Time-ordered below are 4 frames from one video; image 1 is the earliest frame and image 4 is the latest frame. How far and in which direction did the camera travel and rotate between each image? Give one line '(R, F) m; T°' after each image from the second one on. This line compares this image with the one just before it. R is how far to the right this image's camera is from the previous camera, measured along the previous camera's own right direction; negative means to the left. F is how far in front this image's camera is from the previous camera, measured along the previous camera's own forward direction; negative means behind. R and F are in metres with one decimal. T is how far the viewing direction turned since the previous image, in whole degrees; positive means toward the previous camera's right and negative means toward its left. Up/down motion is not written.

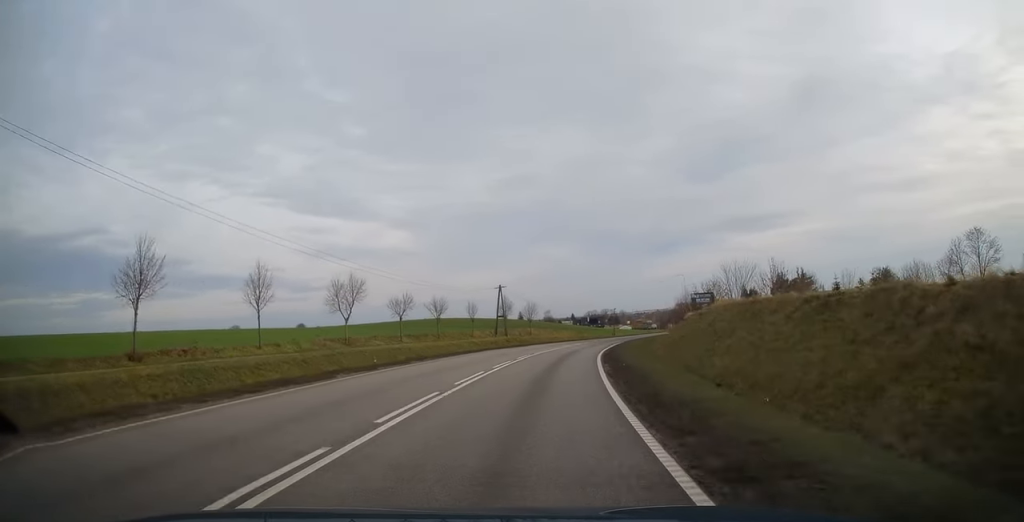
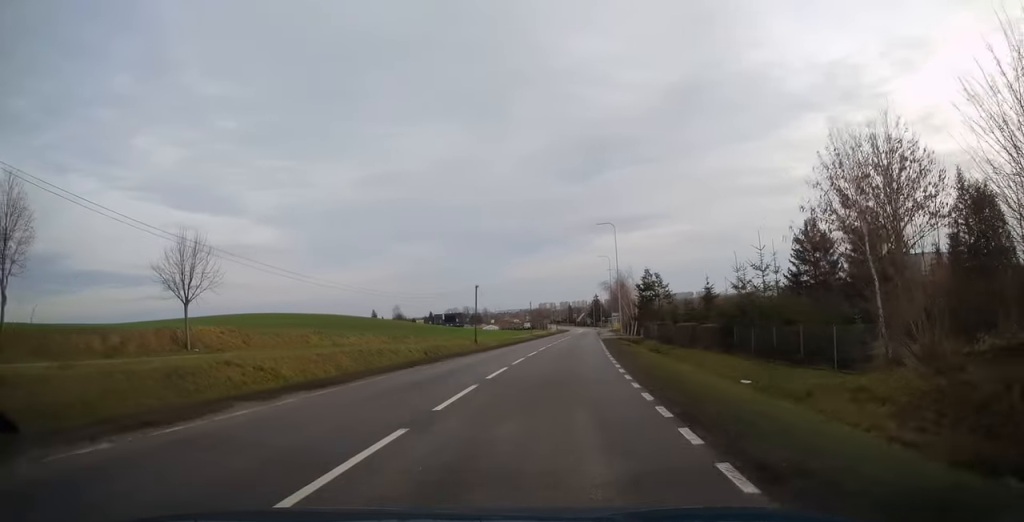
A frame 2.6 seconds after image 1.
(+5.4, +63.7) m; +11°
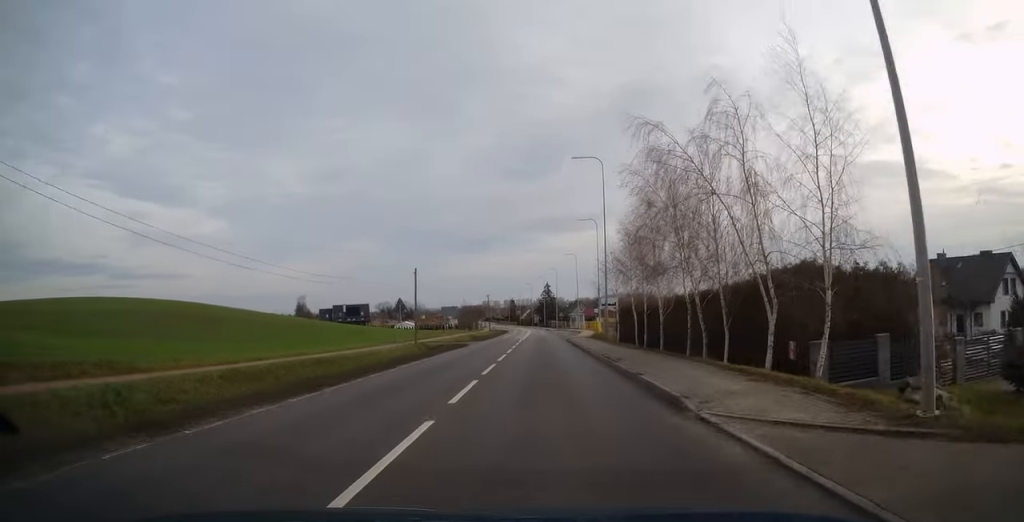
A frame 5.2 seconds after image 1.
(+5.8, +60.2) m; +10°
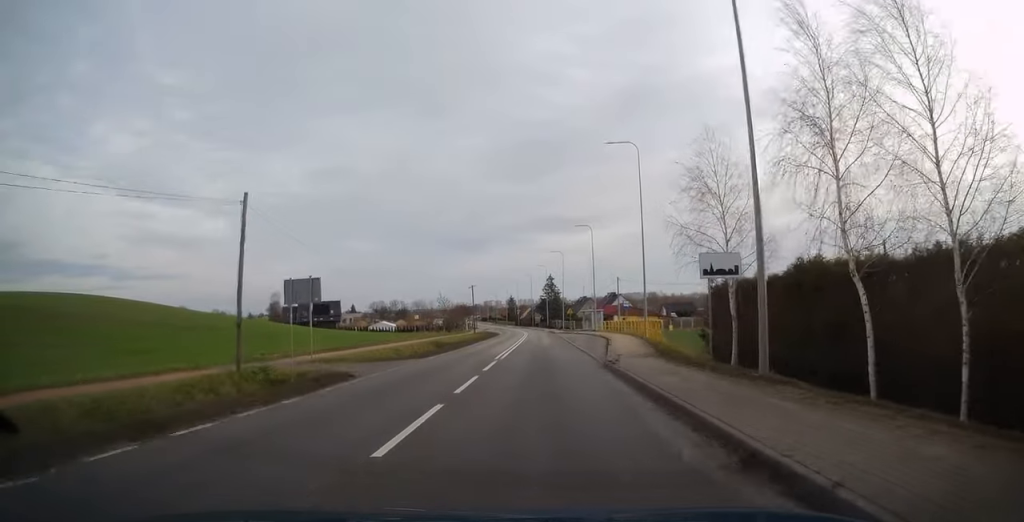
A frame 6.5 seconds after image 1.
(+0.6, +30.1) m; +1°
